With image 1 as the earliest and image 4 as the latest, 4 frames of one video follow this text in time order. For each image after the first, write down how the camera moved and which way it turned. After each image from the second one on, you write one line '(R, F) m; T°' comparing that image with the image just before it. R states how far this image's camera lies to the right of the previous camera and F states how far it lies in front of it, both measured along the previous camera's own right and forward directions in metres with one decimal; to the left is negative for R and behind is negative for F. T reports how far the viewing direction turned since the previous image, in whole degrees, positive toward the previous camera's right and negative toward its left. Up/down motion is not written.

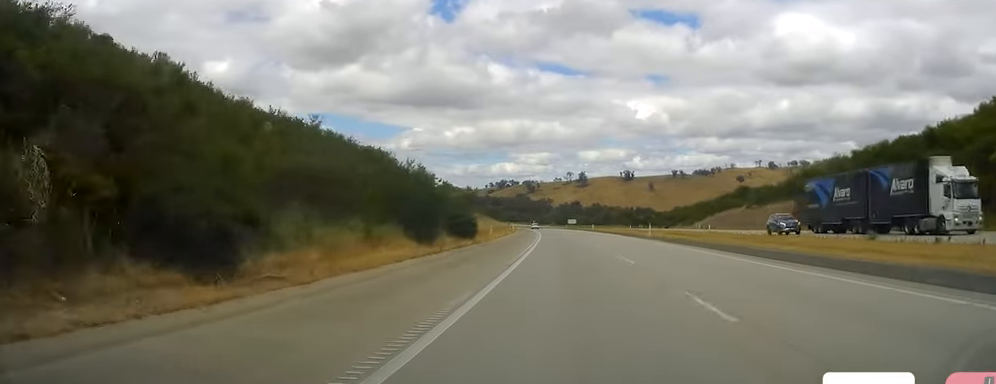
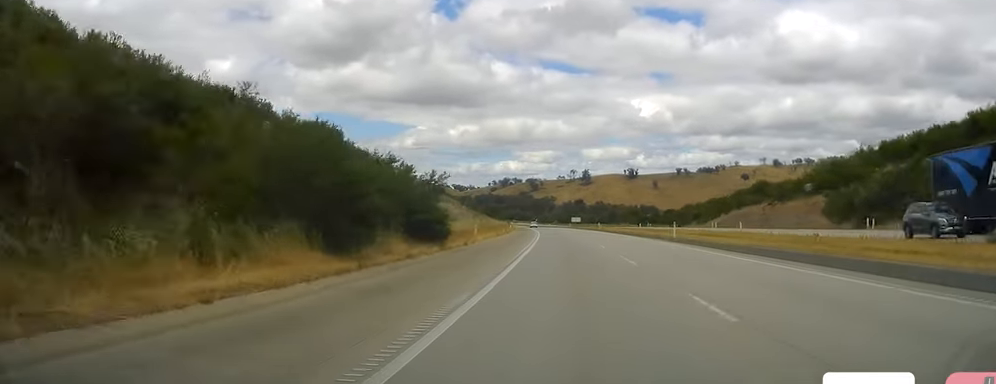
(-0.1, +12.5) m; 0°
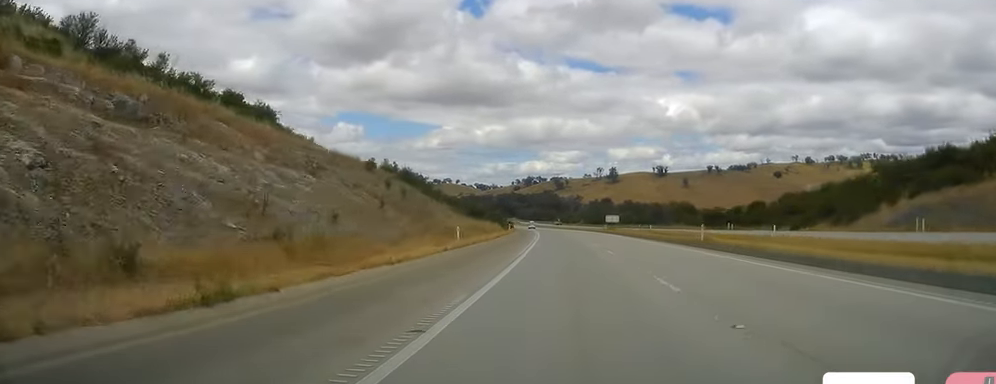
(-1.8, +69.2) m; -3°
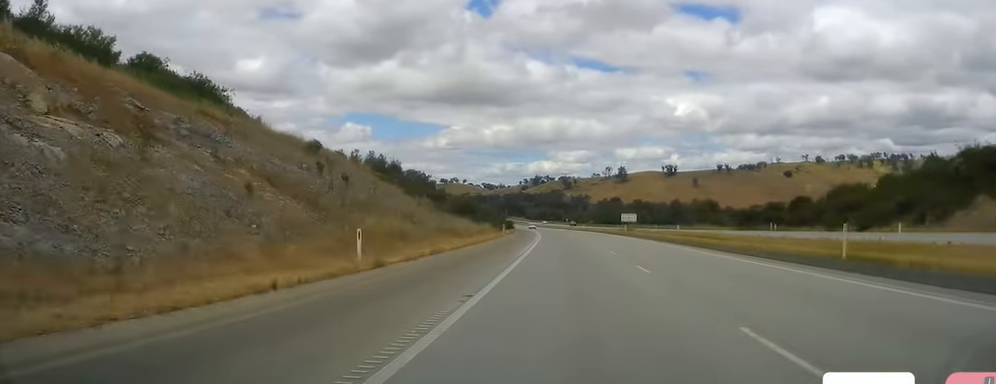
(+0.2, +20.1) m; 0°
